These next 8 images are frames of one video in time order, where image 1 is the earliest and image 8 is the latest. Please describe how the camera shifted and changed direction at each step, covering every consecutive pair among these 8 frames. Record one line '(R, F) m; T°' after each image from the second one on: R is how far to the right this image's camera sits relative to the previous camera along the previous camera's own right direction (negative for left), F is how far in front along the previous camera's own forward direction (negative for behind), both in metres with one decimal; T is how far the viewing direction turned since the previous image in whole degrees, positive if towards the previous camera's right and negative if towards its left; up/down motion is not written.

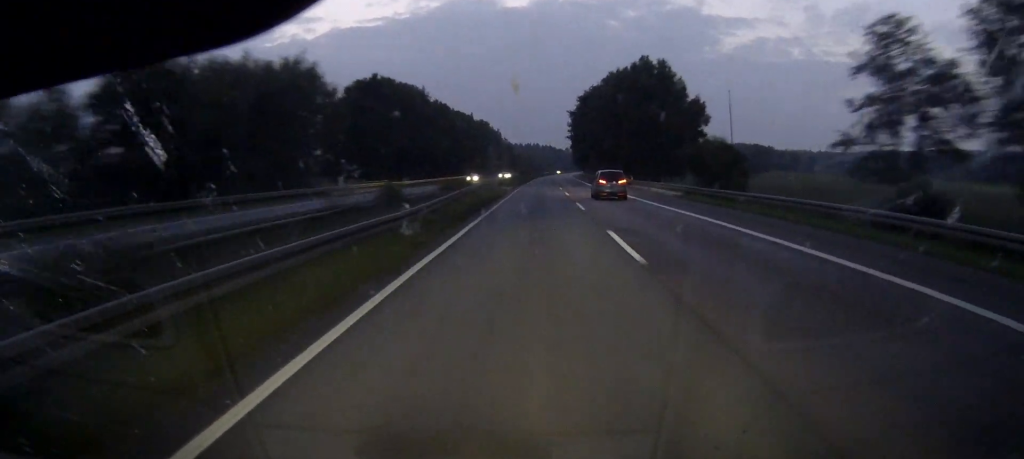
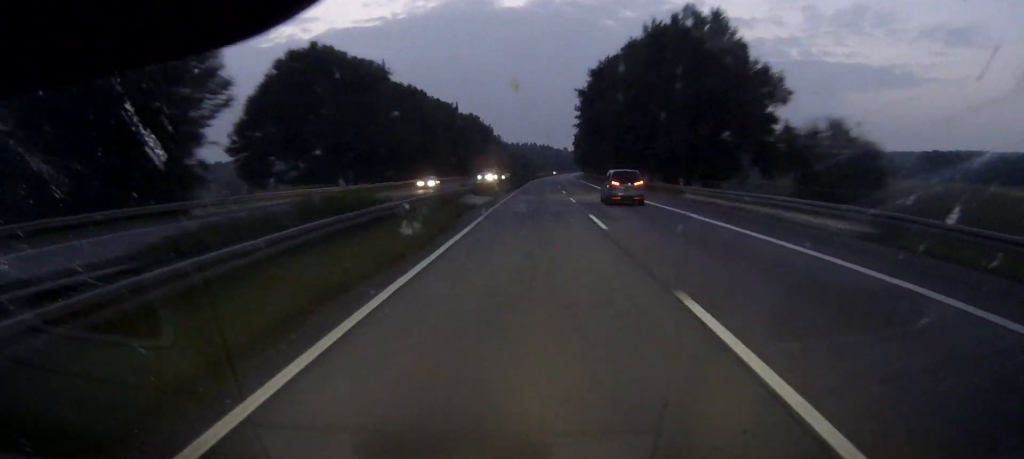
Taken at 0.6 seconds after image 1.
(+0.1, +28.0) m; 0°
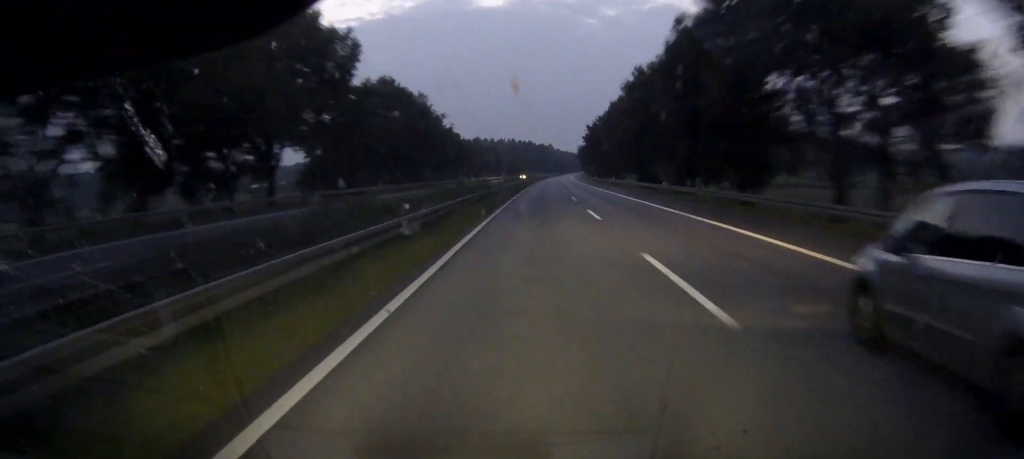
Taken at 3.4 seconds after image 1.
(+2.0, +137.9) m; +2°
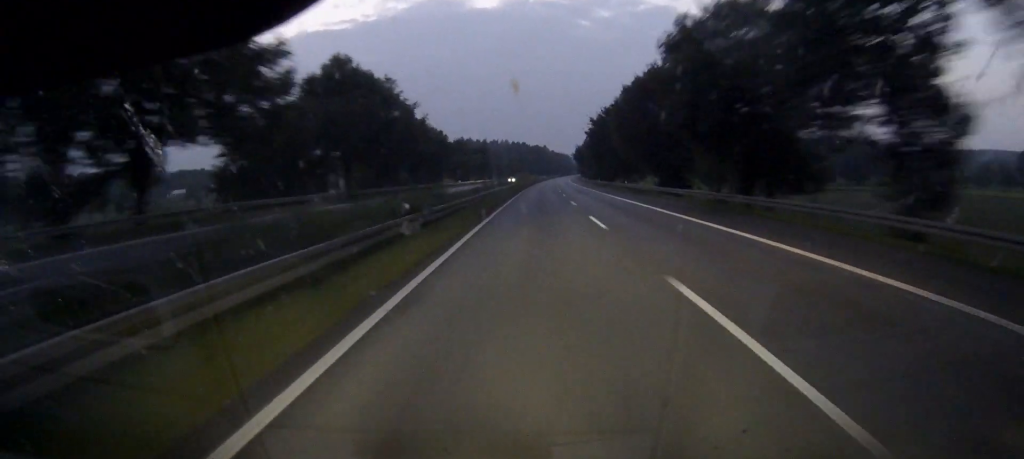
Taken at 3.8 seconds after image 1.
(+0.1, +21.4) m; 0°
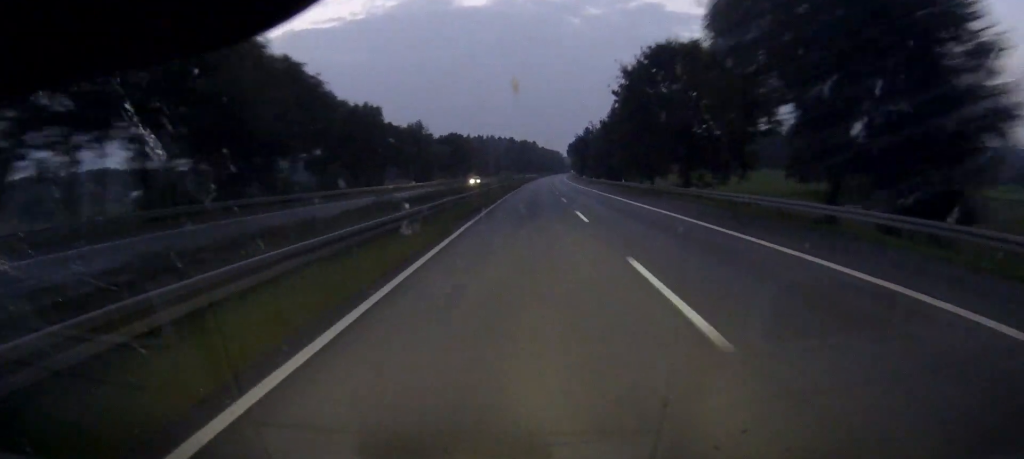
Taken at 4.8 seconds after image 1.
(+0.4, +51.2) m; +1°
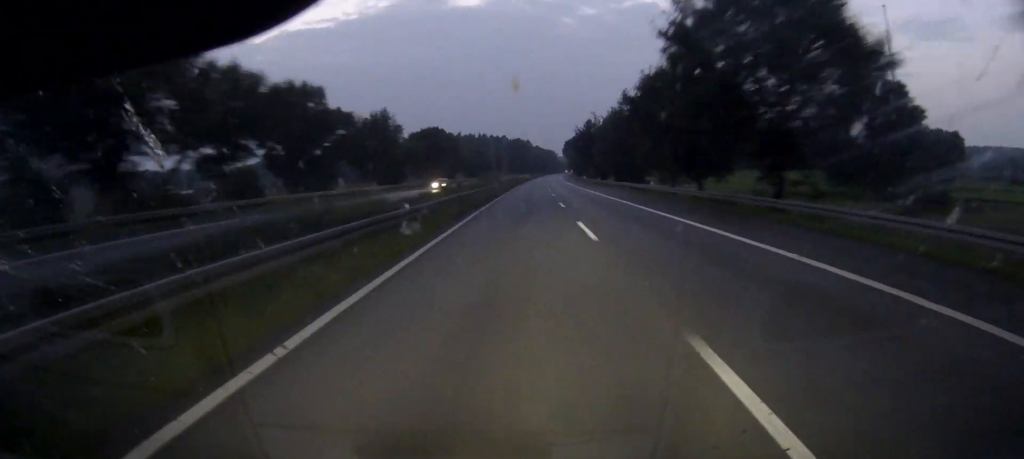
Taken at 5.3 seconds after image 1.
(0.0, +24.9) m; 0°
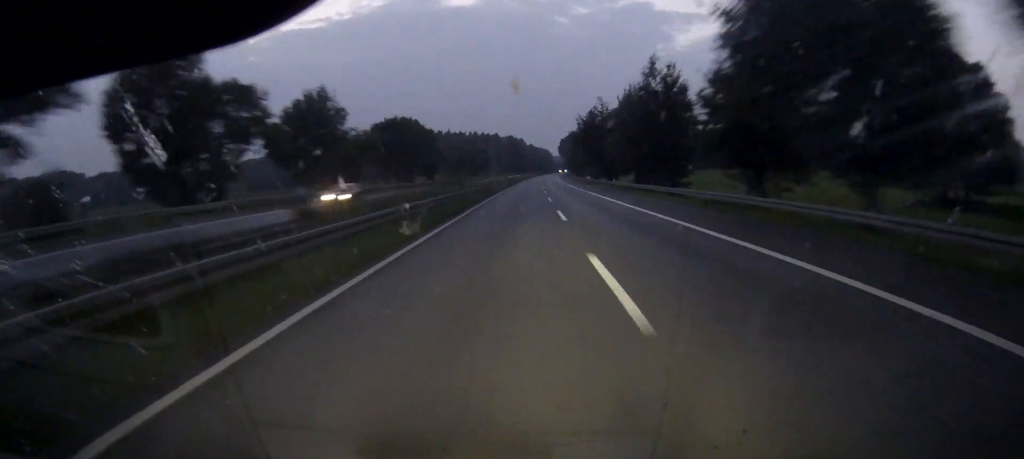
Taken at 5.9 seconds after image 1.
(+0.1, +28.4) m; 0°
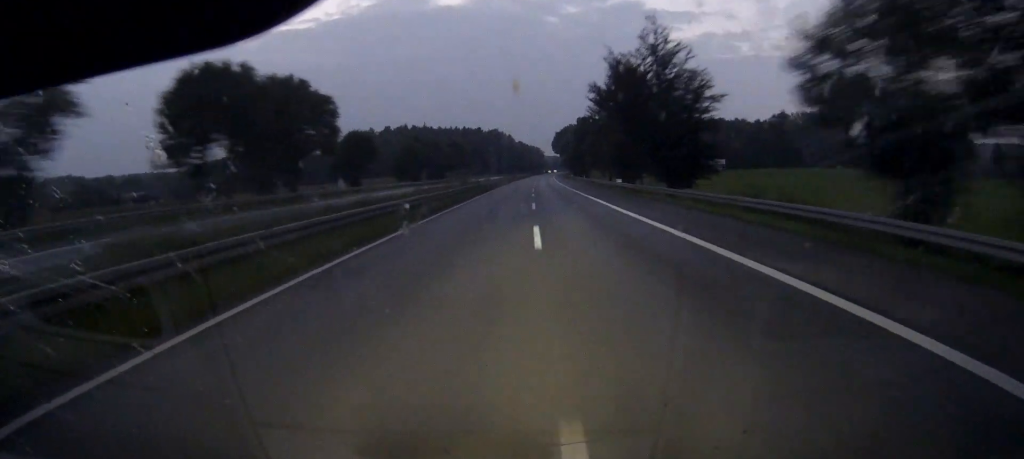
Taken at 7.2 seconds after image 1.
(+0.4, +63.7) m; +1°
